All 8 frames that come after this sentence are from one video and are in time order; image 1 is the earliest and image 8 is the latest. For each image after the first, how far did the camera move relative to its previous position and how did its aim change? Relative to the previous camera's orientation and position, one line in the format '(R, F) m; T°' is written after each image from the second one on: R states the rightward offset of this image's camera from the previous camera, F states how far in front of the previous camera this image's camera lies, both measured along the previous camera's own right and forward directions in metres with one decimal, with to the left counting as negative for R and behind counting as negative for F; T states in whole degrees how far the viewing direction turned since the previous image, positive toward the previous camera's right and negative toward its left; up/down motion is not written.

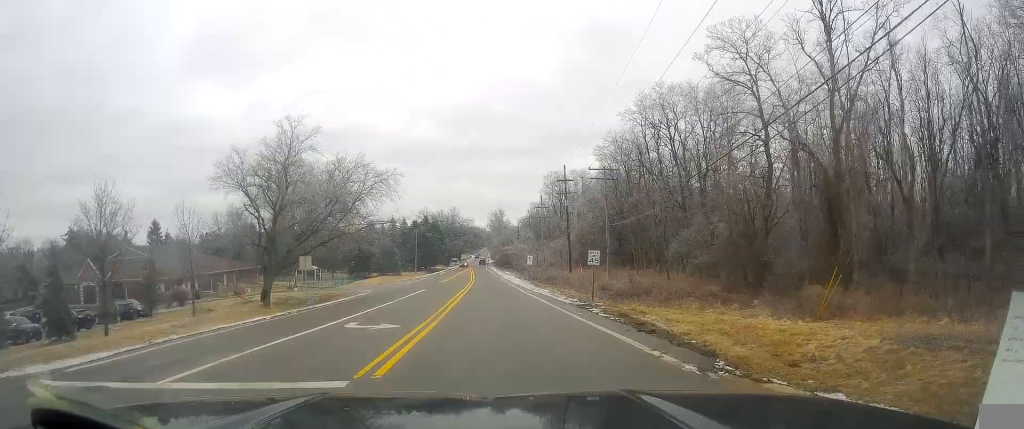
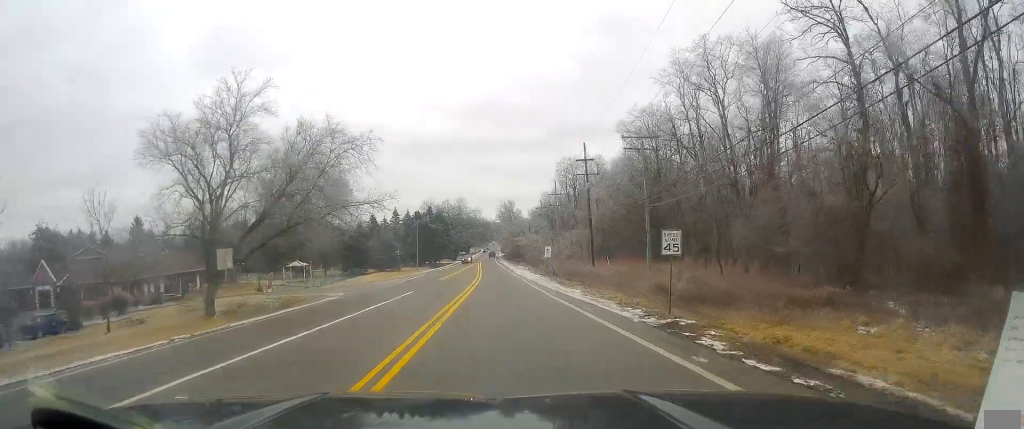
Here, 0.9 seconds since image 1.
(+0.2, +8.4) m; +2°
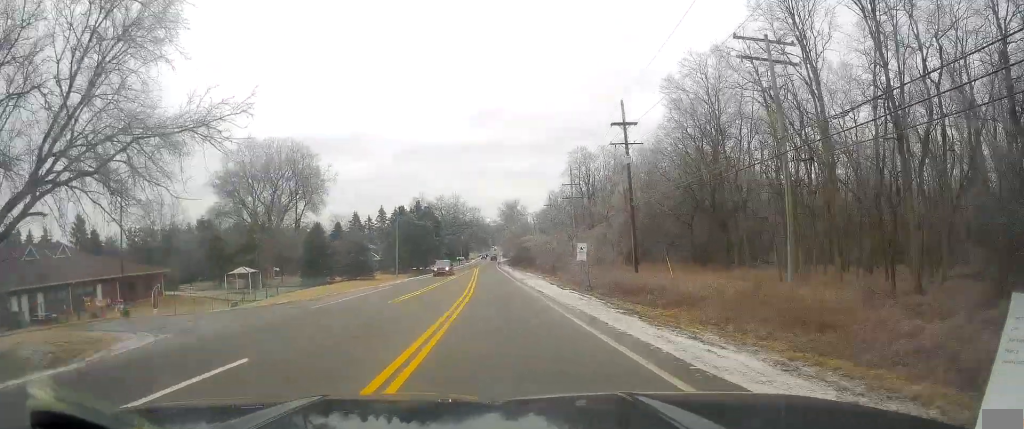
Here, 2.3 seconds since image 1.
(+0.8, +18.3) m; +2°
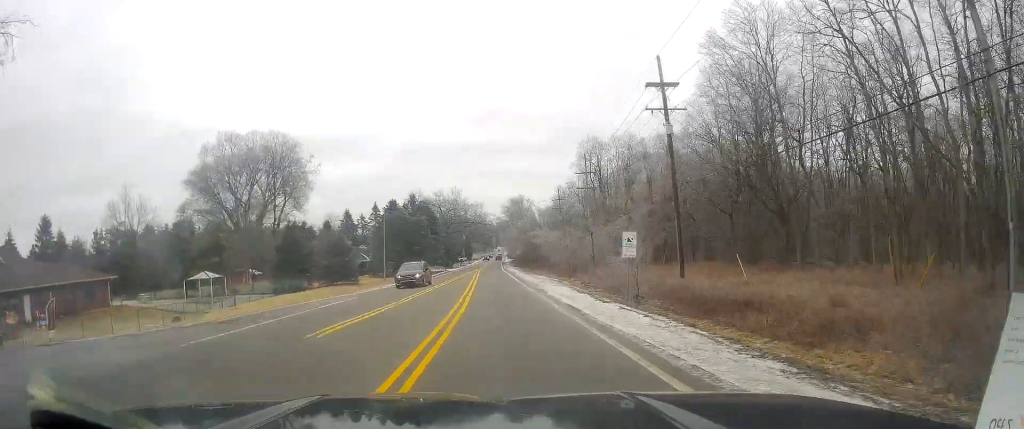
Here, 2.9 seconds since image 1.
(0.0, +10.4) m; -1°
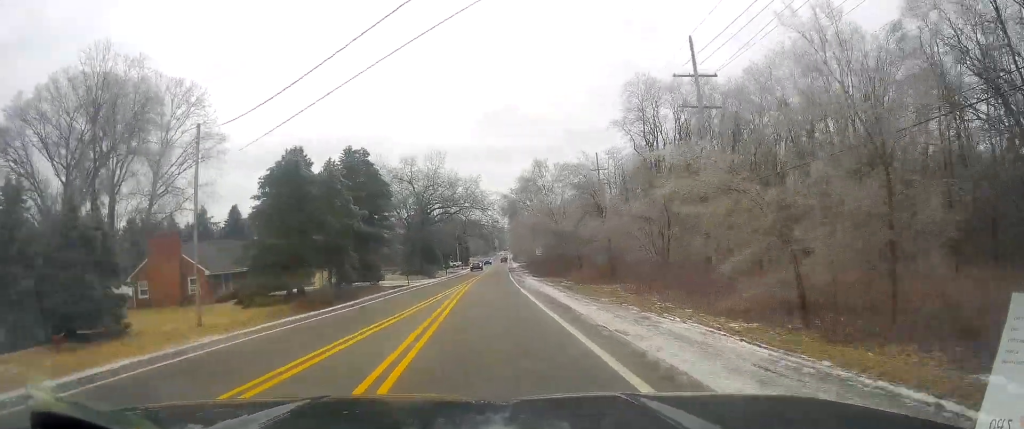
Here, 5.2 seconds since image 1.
(-0.9, +42.1) m; 0°
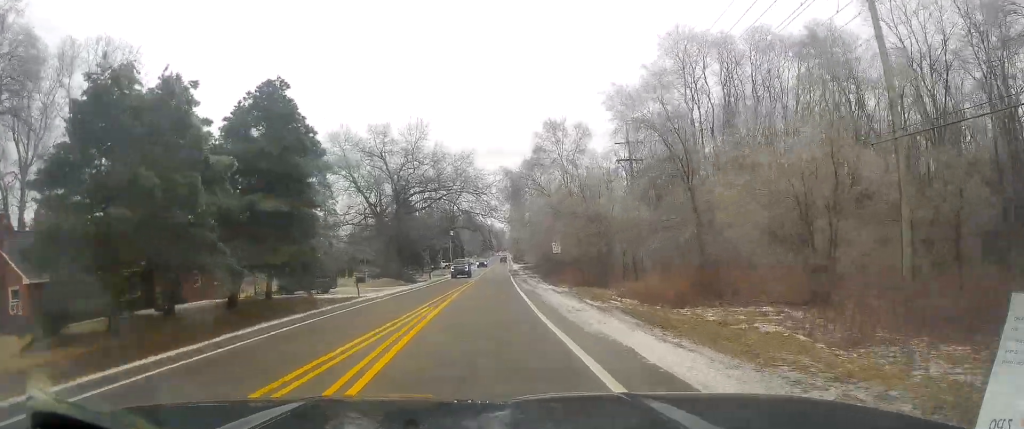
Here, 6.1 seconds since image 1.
(+0.1, +17.9) m; 0°
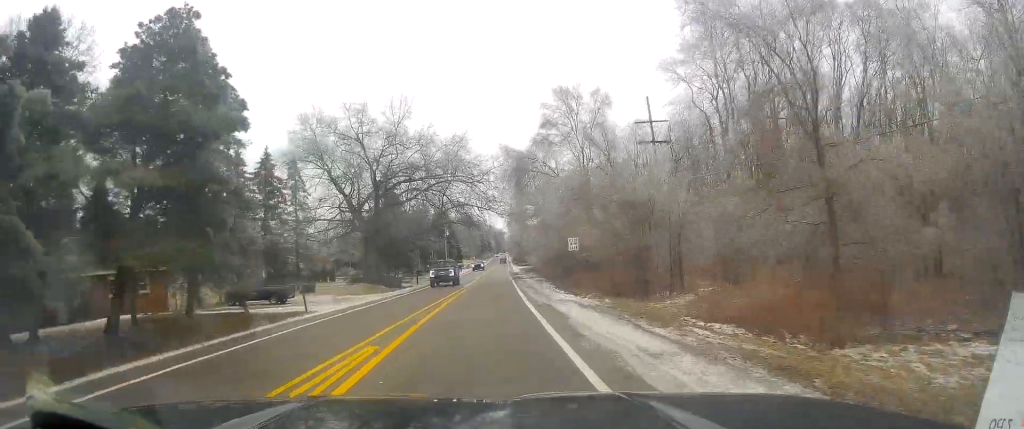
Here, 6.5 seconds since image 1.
(-0.2, +9.2) m; 0°
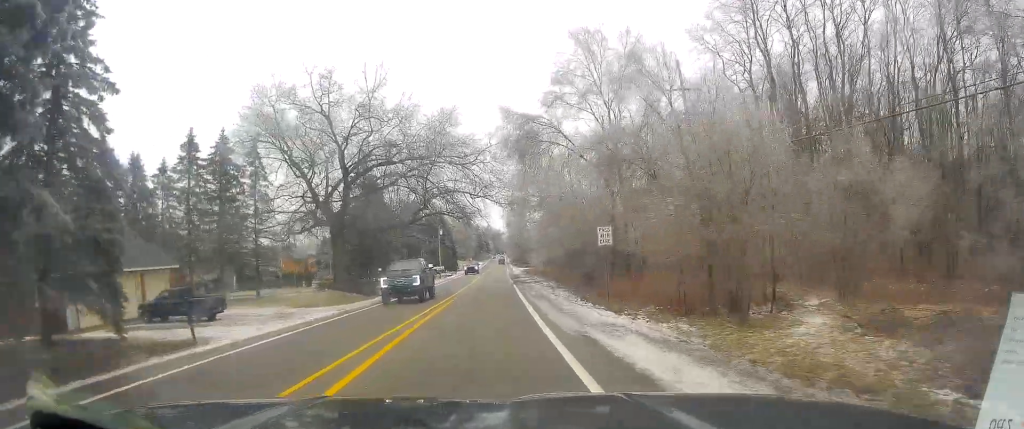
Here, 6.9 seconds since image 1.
(+0.1, +9.5) m; 0°
